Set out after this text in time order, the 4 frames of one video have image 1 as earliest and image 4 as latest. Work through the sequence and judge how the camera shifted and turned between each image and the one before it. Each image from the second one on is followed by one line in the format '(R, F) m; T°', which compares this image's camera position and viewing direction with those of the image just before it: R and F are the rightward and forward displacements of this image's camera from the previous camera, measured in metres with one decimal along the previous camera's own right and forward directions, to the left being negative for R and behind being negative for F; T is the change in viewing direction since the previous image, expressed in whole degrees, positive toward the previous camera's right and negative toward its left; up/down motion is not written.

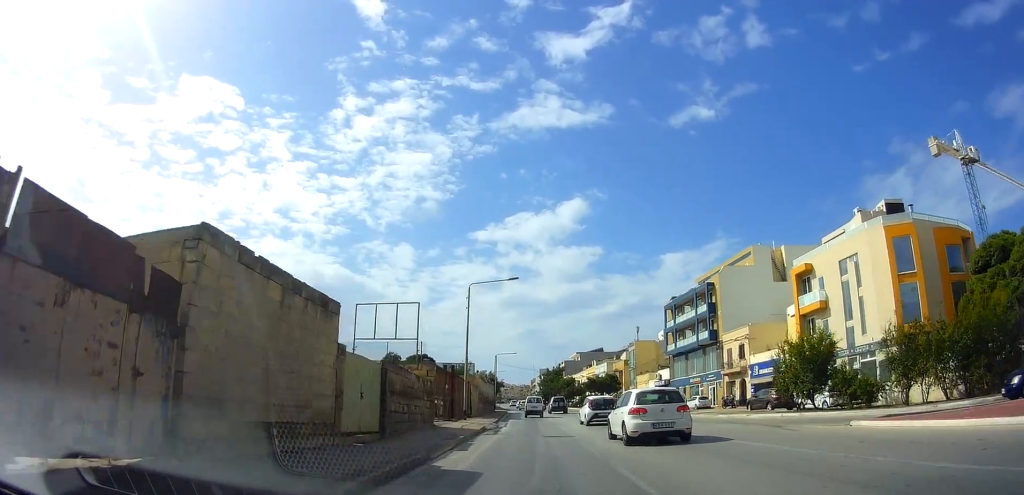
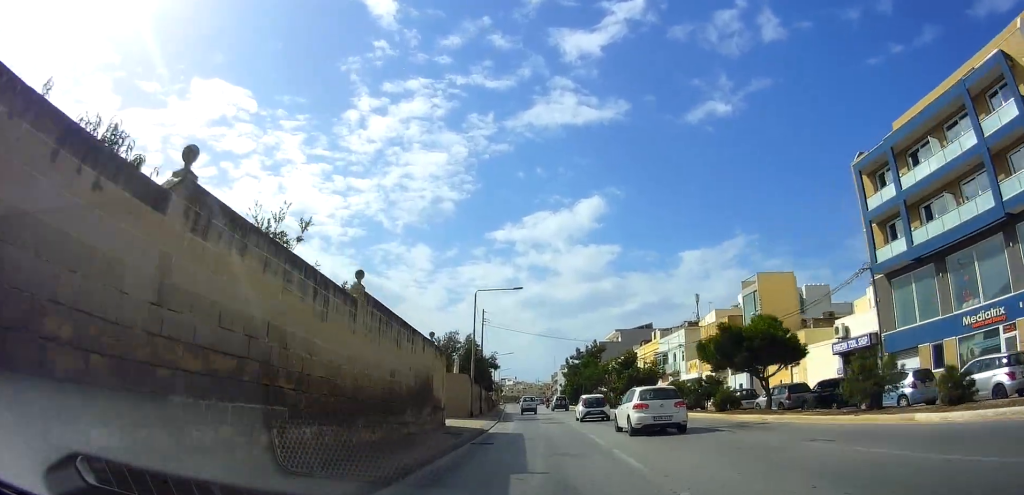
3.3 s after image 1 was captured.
(+1.8, +45.7) m; 0°
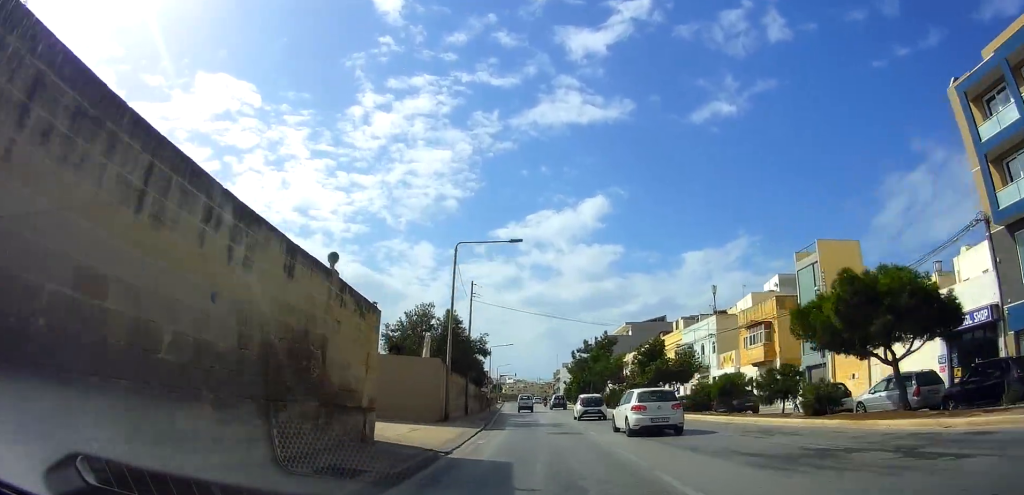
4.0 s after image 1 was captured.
(+0.1, +10.4) m; 0°
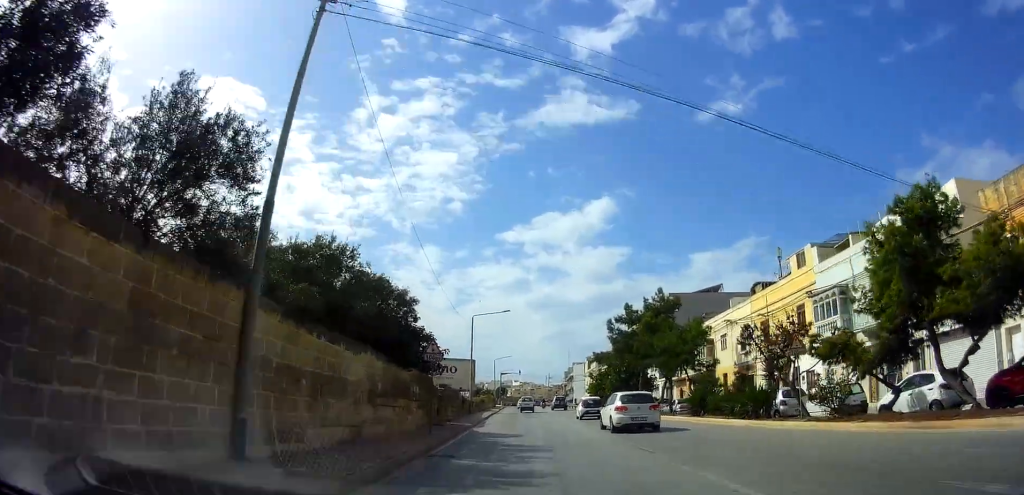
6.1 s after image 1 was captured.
(-0.2, +29.0) m; 0°
